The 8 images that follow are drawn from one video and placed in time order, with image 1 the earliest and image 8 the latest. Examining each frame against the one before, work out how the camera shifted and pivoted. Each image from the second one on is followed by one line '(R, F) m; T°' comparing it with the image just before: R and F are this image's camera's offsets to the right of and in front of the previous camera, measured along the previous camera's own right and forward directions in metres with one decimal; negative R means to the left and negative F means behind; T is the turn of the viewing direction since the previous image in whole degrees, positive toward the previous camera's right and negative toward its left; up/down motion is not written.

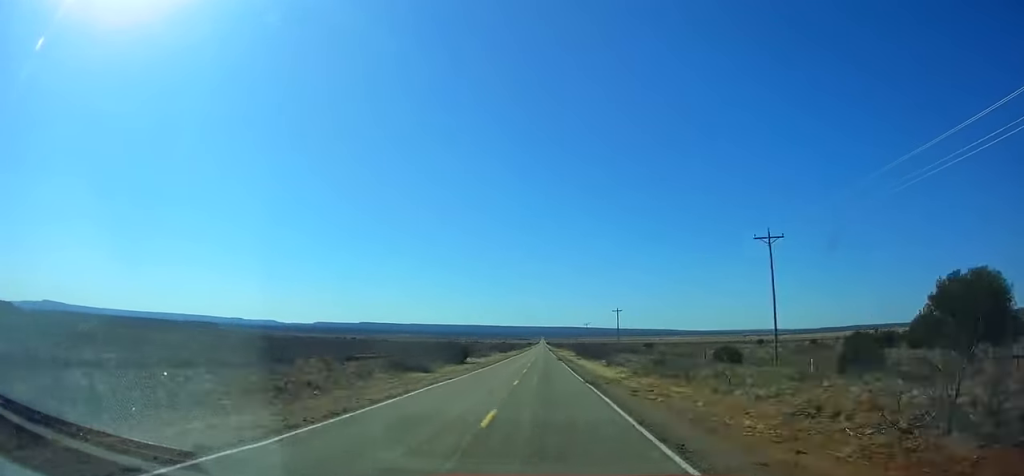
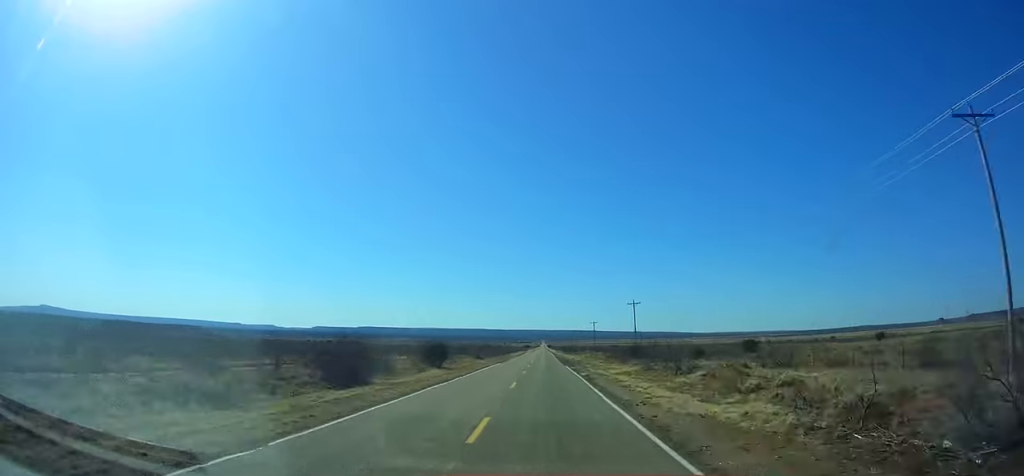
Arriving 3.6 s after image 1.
(-0.6, +113.5) m; 0°
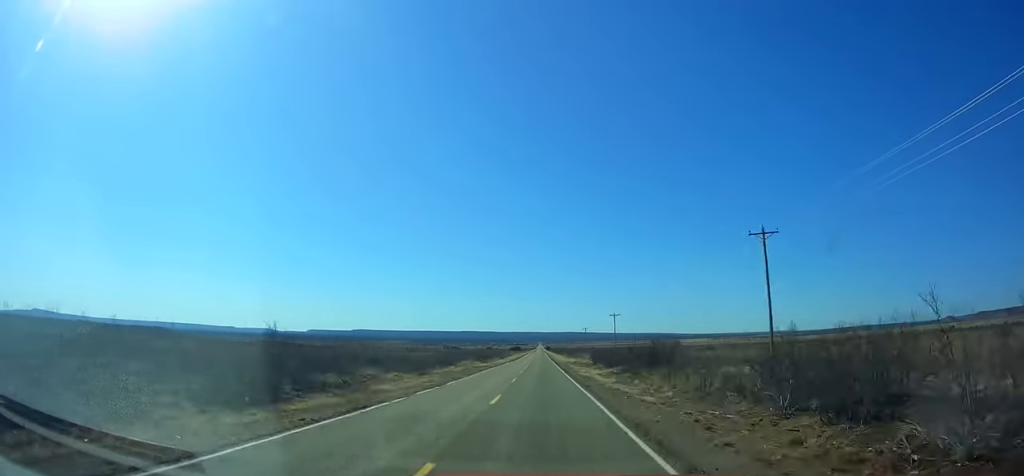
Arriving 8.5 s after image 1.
(+0.3, +153.7) m; 0°
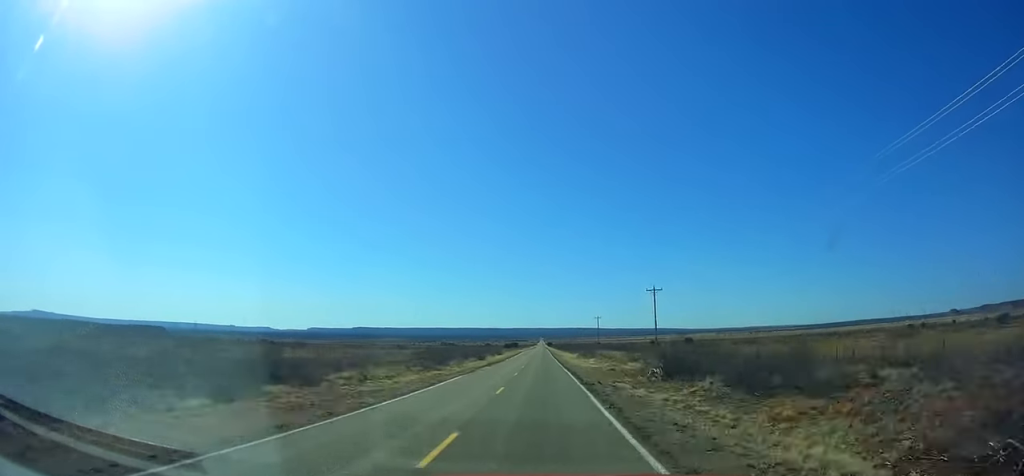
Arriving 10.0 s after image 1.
(+0.3, +46.7) m; 0°
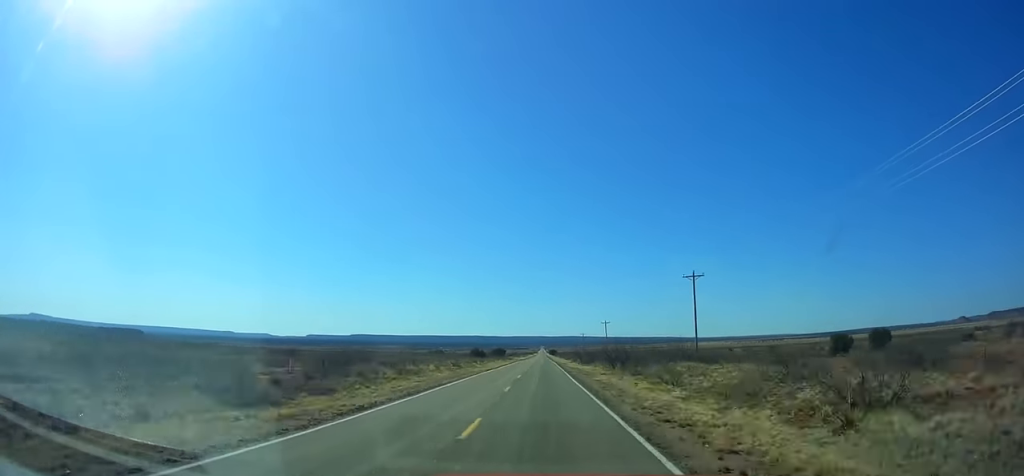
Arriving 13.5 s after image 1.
(-0.5, +108.6) m; 0°
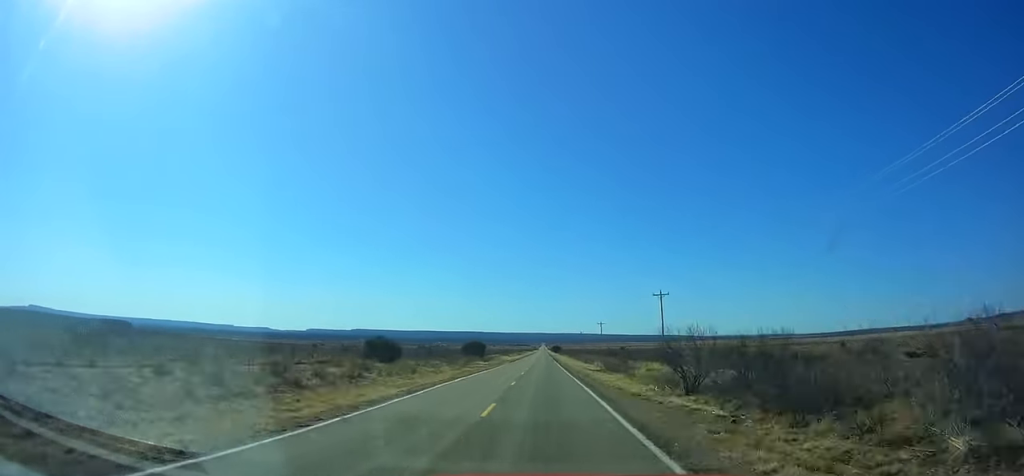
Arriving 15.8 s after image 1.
(-0.1, +71.1) m; 0°
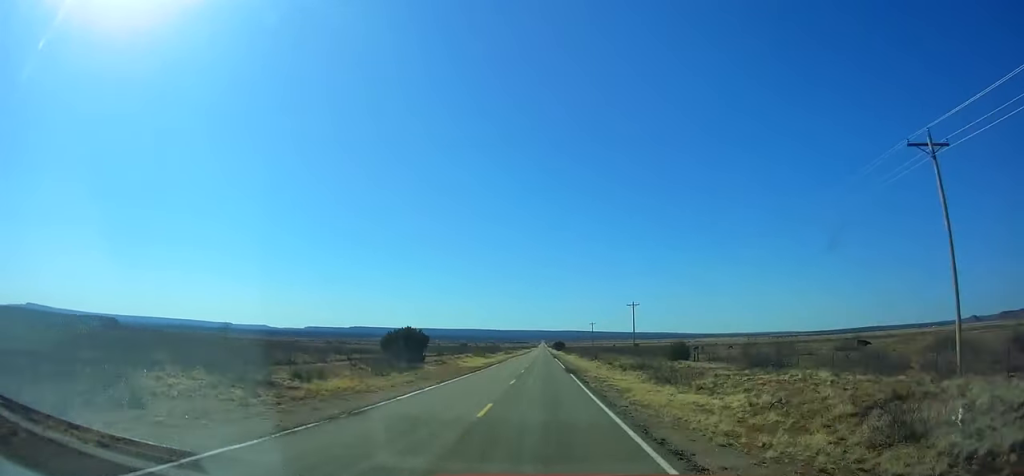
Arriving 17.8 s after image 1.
(+0.1, +61.6) m; 0°
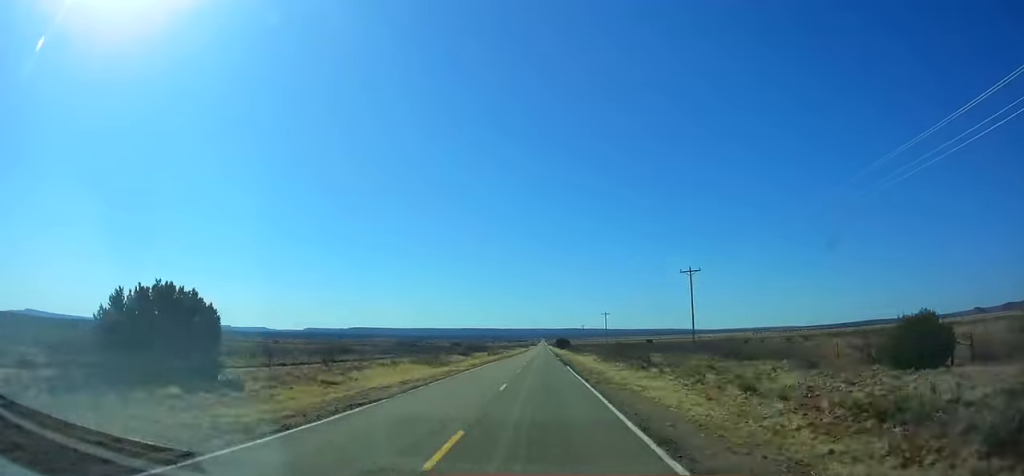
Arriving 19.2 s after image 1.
(+0.3, +43.2) m; 0°
